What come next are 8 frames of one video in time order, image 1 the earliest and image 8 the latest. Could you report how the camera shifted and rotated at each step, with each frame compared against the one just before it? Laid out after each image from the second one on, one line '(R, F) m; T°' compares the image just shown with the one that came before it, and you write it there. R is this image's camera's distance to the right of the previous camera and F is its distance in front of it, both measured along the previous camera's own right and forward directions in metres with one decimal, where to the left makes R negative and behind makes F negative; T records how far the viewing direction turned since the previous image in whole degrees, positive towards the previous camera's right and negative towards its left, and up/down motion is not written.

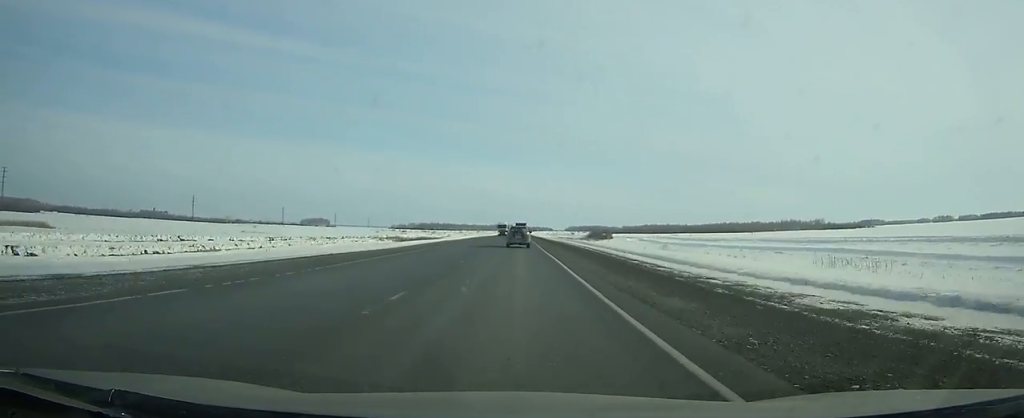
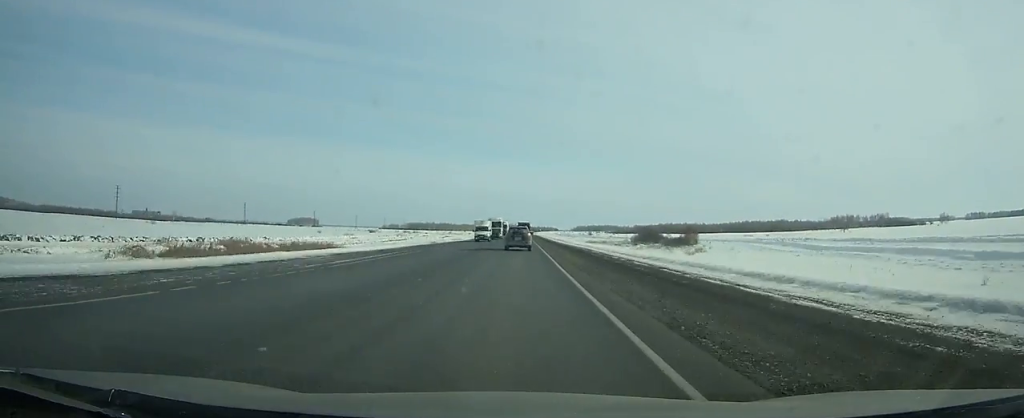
(0.0, +117.0) m; 0°
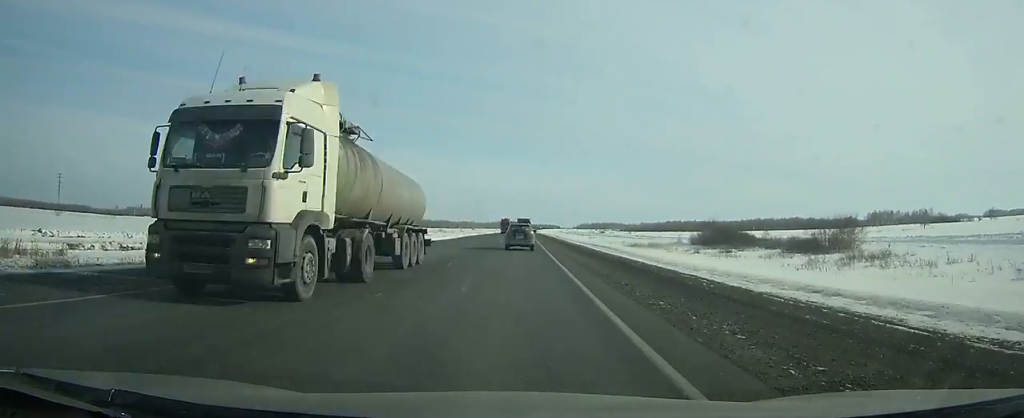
(-0.1, +63.0) m; 0°
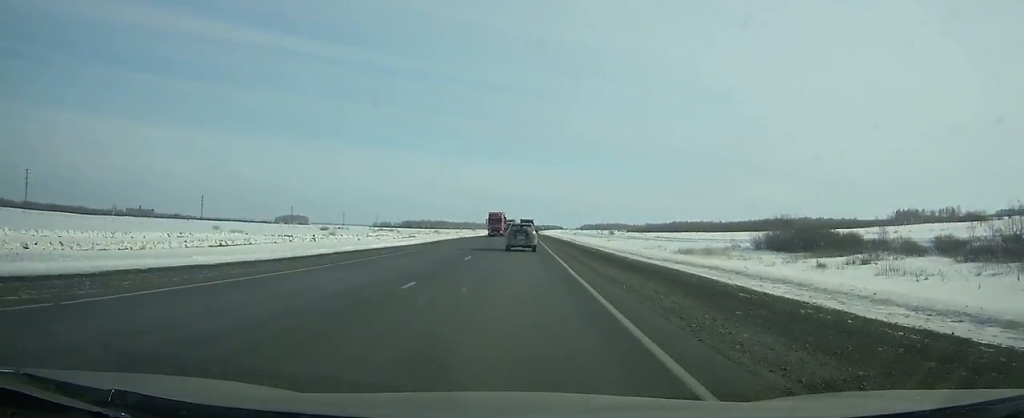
(0.0, +32.2) m; 0°
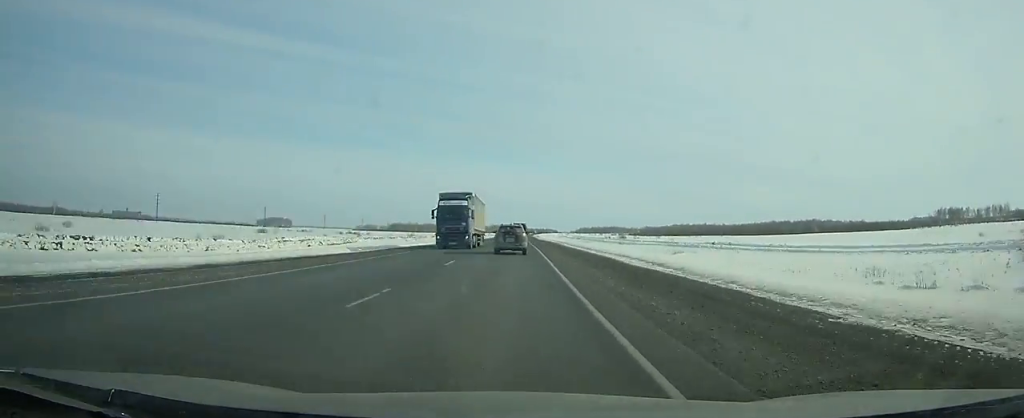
(0.0, +62.8) m; 0°
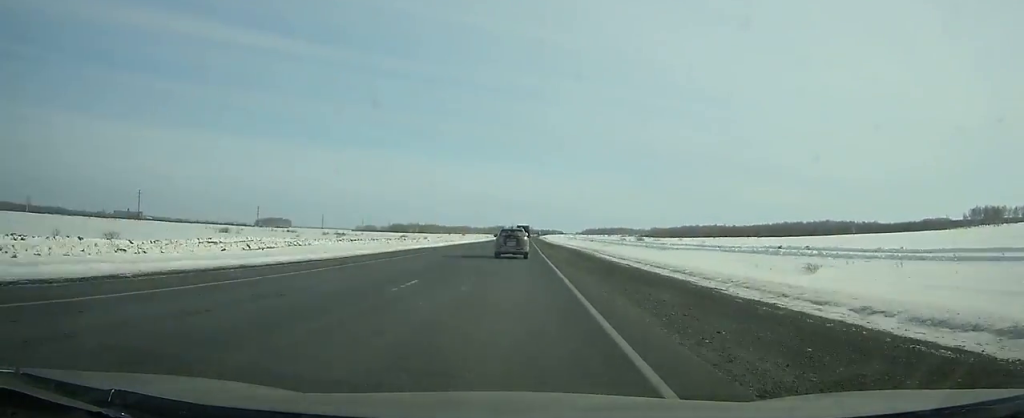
(-0.1, +33.2) m; 0°
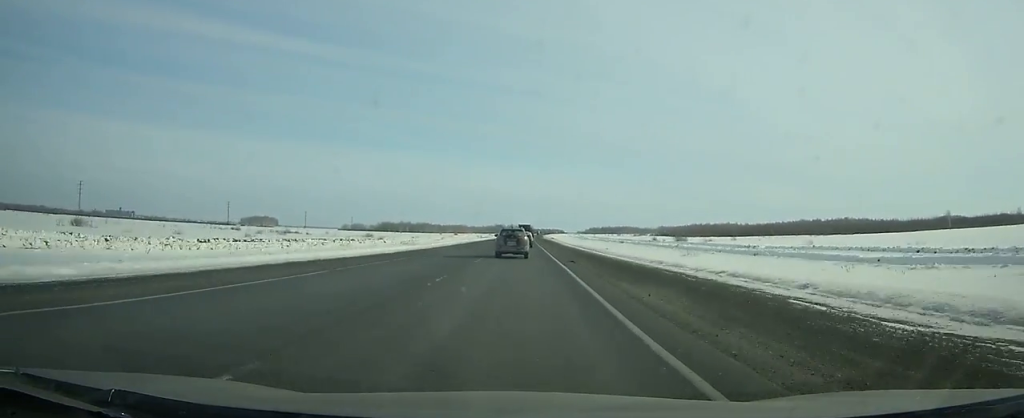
(-0.1, +70.7) m; 0°
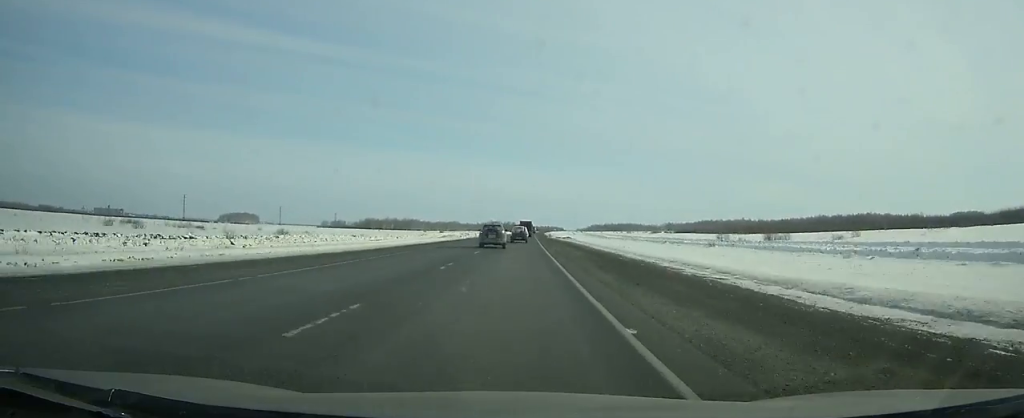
(+0.3, +80.0) m; 0°
